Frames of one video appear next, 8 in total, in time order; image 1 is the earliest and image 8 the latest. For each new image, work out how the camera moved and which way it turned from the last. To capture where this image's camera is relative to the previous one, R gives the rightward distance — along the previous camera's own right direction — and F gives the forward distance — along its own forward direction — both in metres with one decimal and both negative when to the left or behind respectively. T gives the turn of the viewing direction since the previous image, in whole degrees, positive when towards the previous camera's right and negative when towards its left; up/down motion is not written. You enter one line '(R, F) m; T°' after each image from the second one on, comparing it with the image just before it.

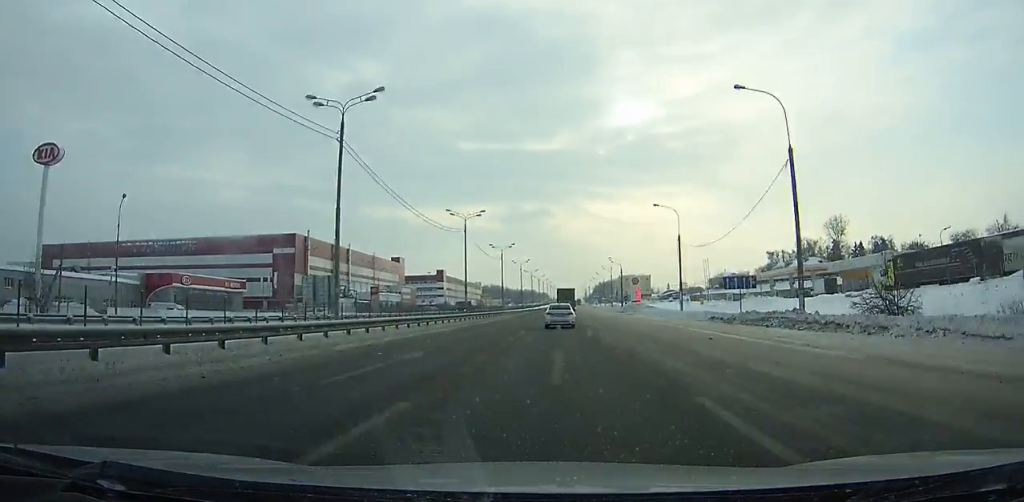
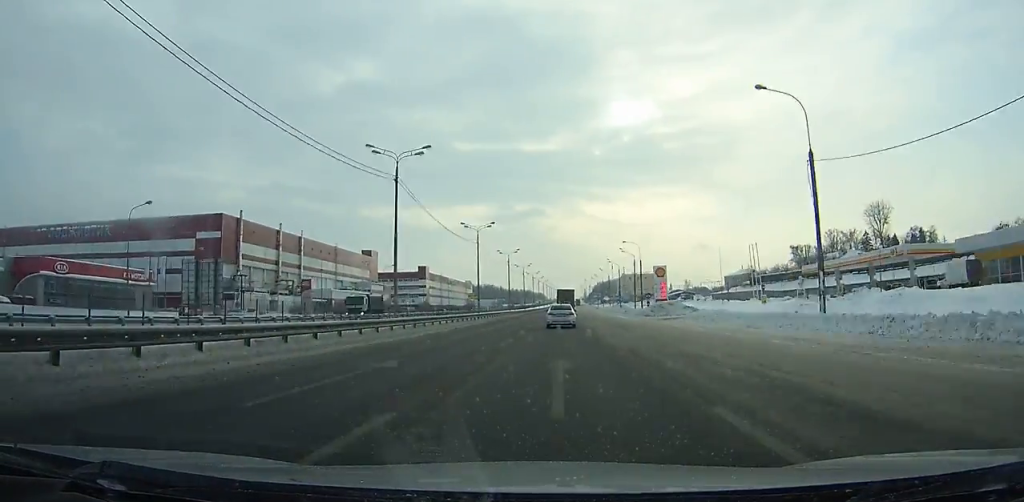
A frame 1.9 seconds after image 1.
(+0.1, +33.7) m; 0°
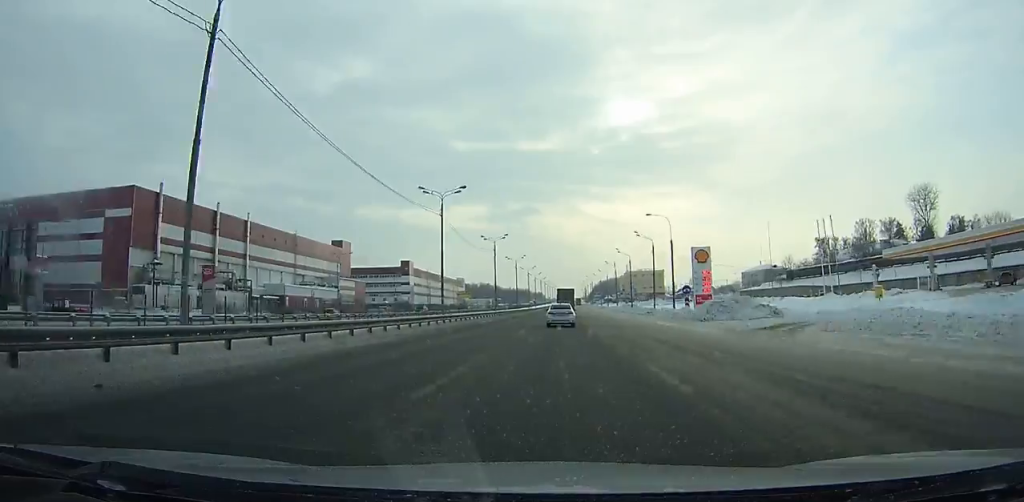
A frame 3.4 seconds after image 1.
(+0.1, +26.9) m; 0°
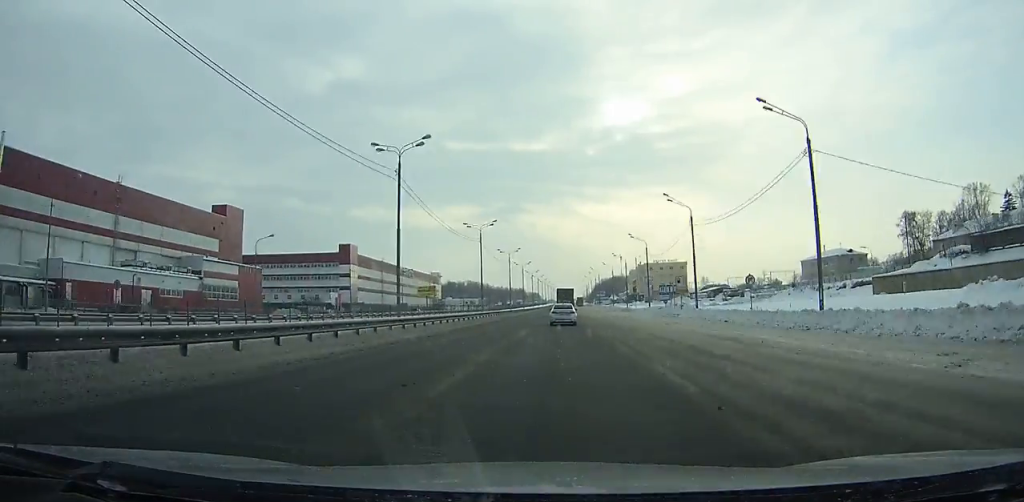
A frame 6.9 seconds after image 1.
(+0.2, +63.7) m; 0°
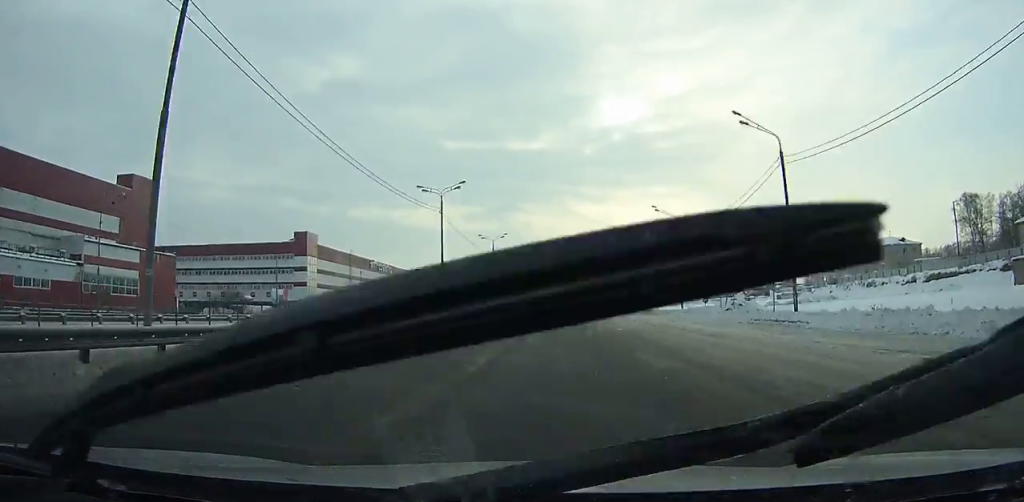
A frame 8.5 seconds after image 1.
(0.0, +29.6) m; 0°
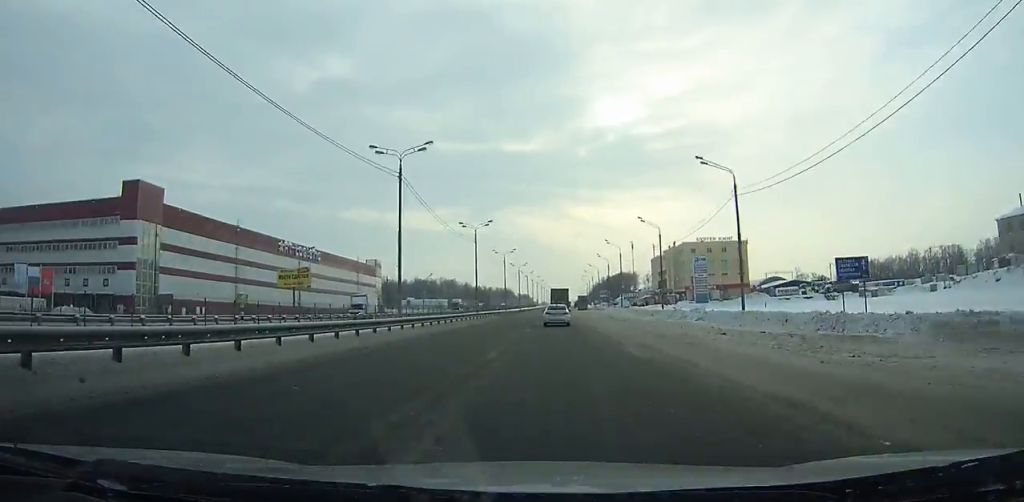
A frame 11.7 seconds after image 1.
(+0.1, +59.6) m; 0°
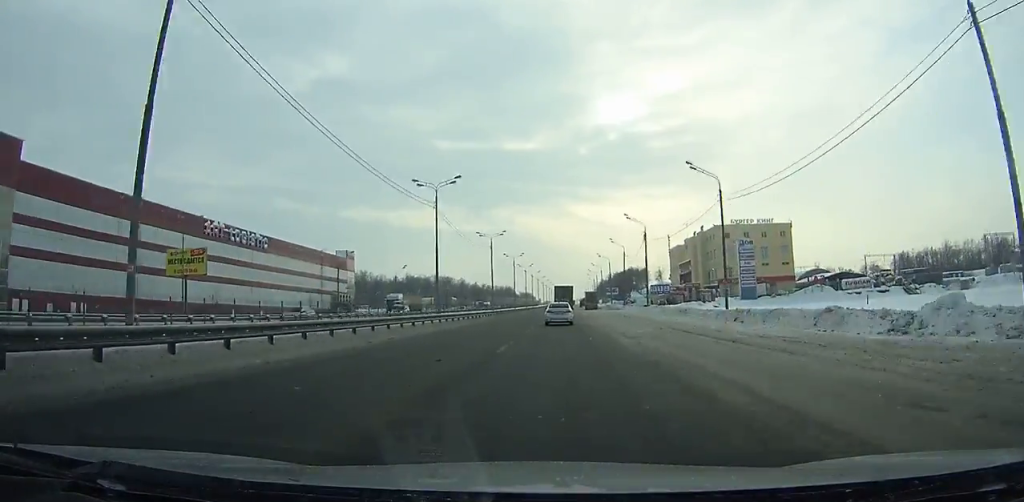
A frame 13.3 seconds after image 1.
(0.0, +29.8) m; 0°
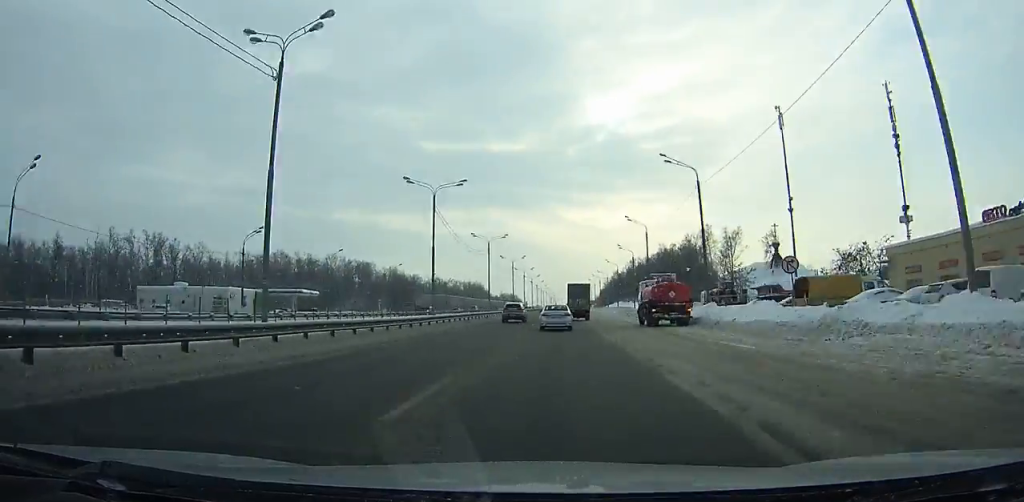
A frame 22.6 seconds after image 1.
(+0.8, +169.0) m; 0°
